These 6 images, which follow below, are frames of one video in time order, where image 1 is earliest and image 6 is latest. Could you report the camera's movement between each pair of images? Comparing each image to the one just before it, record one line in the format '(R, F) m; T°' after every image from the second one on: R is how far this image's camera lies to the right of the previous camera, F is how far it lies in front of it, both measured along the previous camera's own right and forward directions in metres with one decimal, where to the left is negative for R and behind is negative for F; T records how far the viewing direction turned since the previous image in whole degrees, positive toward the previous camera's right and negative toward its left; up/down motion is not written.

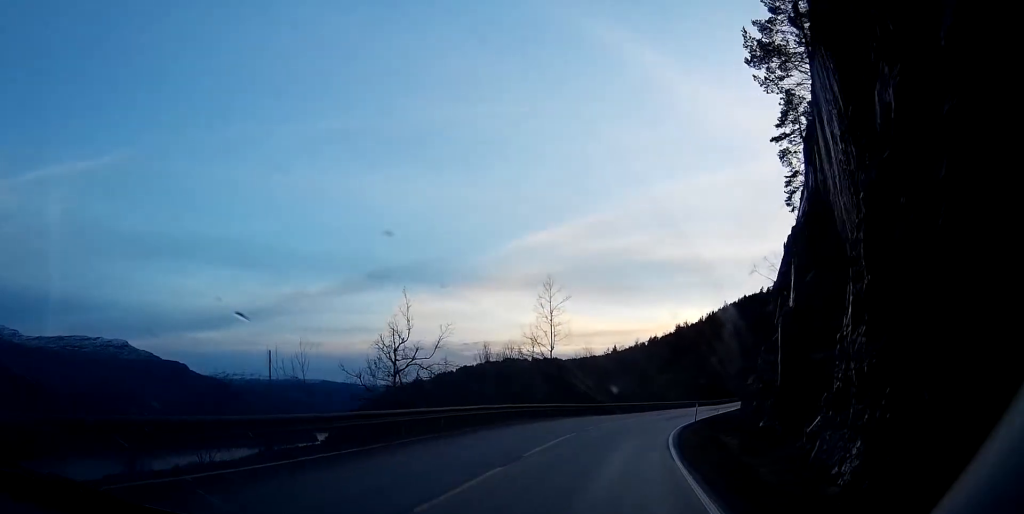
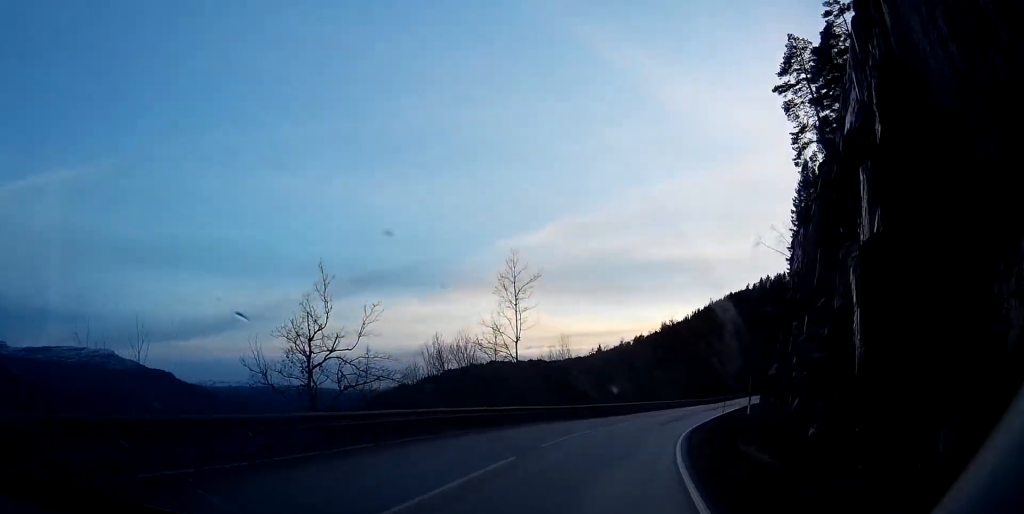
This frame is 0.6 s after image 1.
(0.0, +9.2) m; +2°
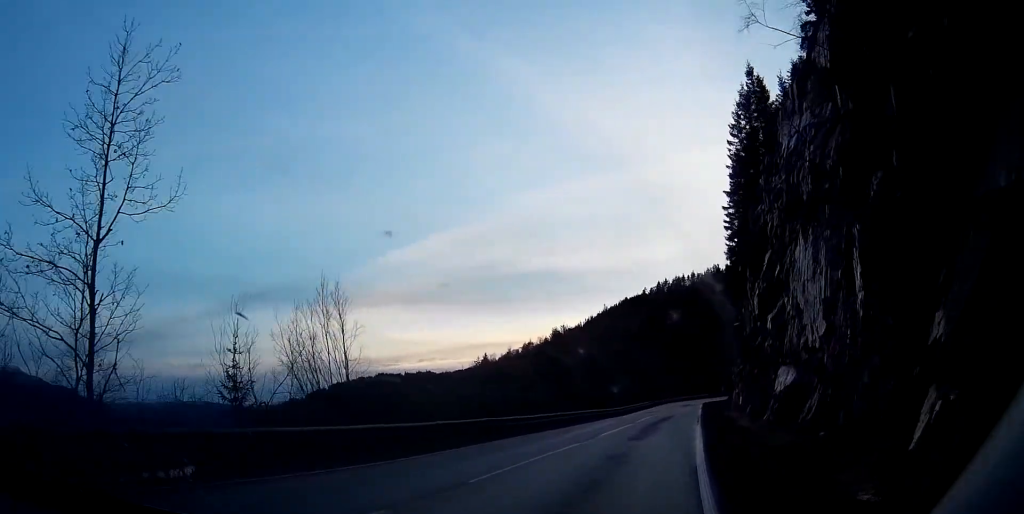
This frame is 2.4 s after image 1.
(+3.0, +29.0) m; +10°
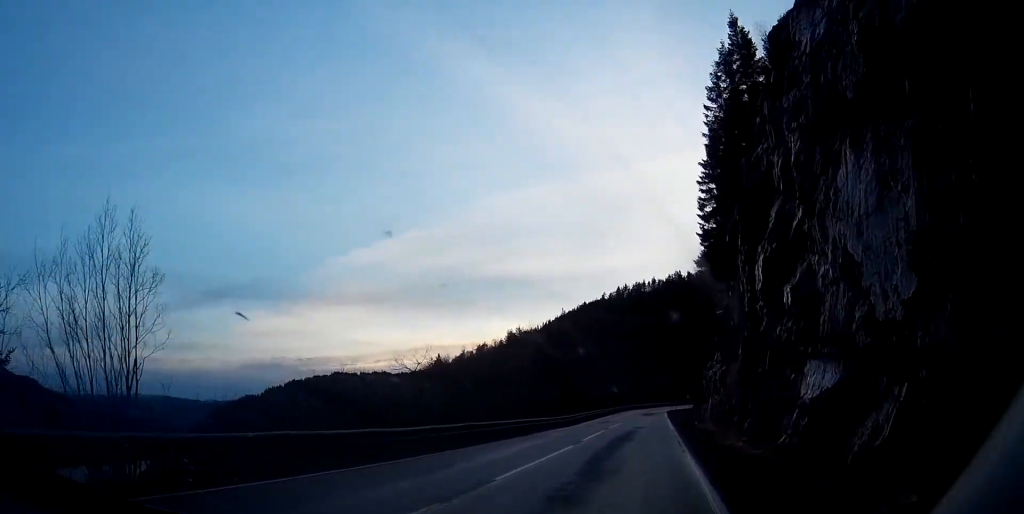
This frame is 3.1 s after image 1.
(+0.2, +11.1) m; +1°
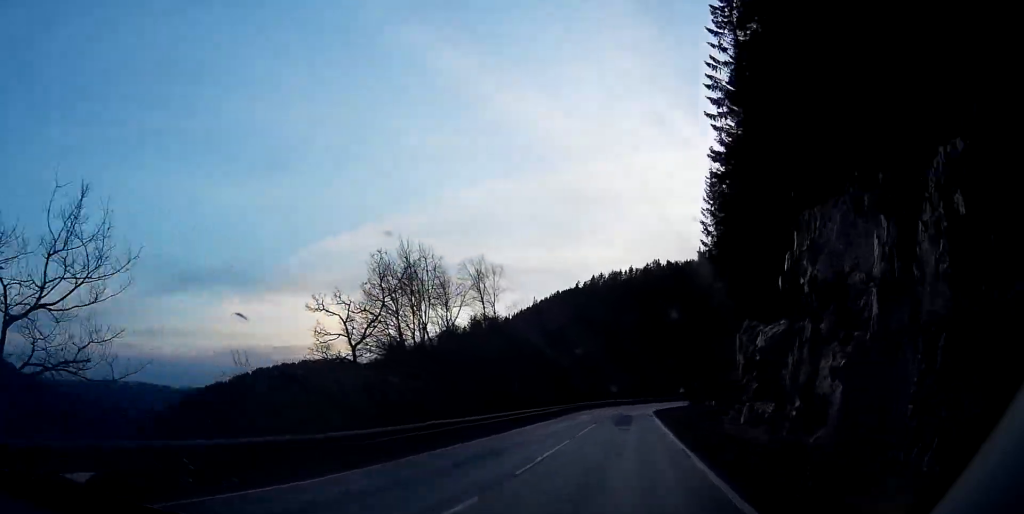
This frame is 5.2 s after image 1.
(+0.1, +35.0) m; -2°
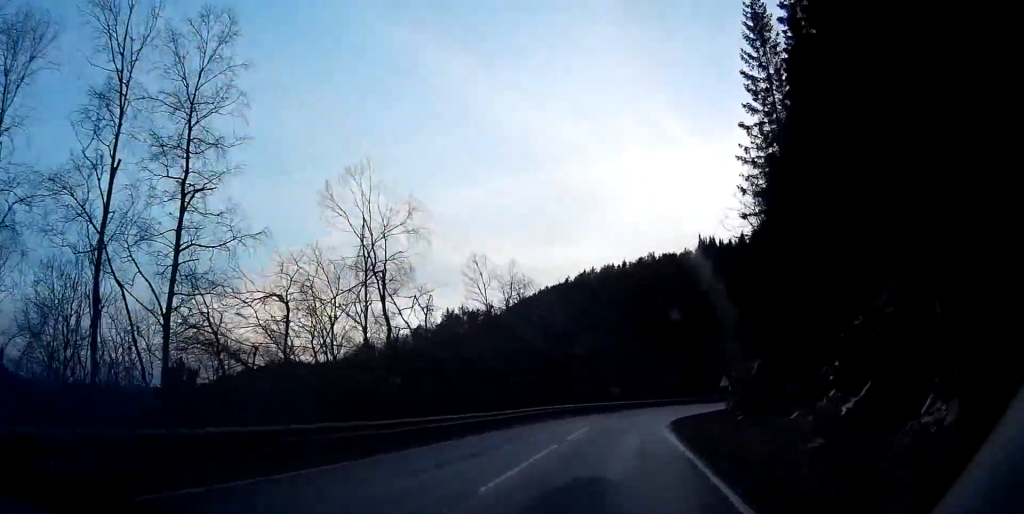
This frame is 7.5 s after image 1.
(-1.2, +37.9) m; -3°
